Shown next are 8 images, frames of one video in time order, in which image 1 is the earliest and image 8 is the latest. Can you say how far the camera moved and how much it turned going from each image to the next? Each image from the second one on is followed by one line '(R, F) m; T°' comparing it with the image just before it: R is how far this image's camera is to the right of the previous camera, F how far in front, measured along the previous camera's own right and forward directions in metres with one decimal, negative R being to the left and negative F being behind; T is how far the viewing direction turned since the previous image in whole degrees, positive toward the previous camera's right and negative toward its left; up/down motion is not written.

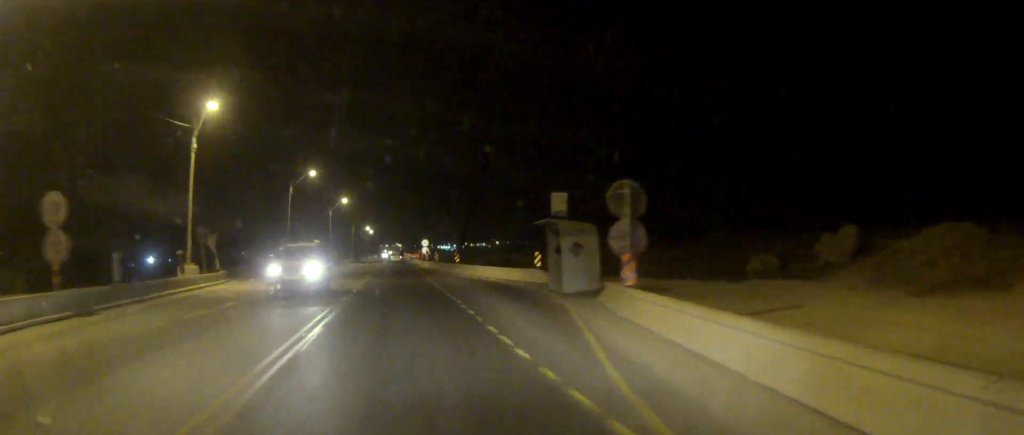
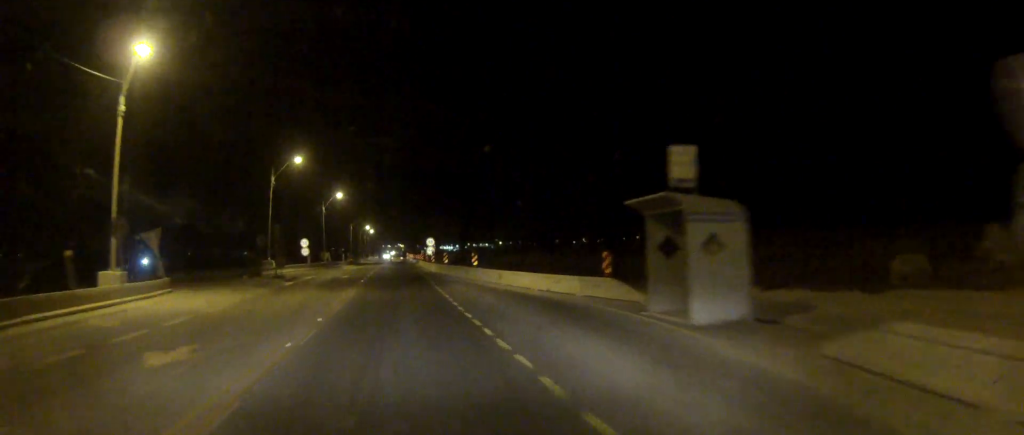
(0.0, +10.8) m; 0°
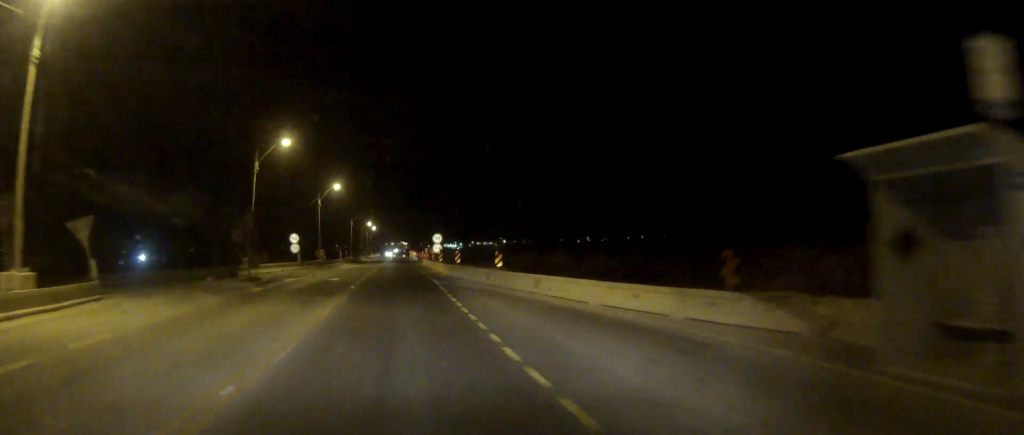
(-0.1, +8.1) m; 0°
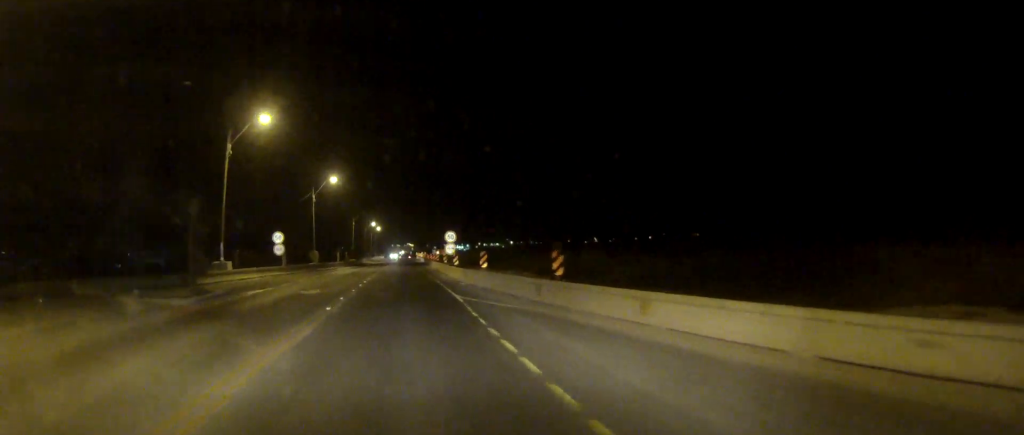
(-0.1, +10.0) m; 0°
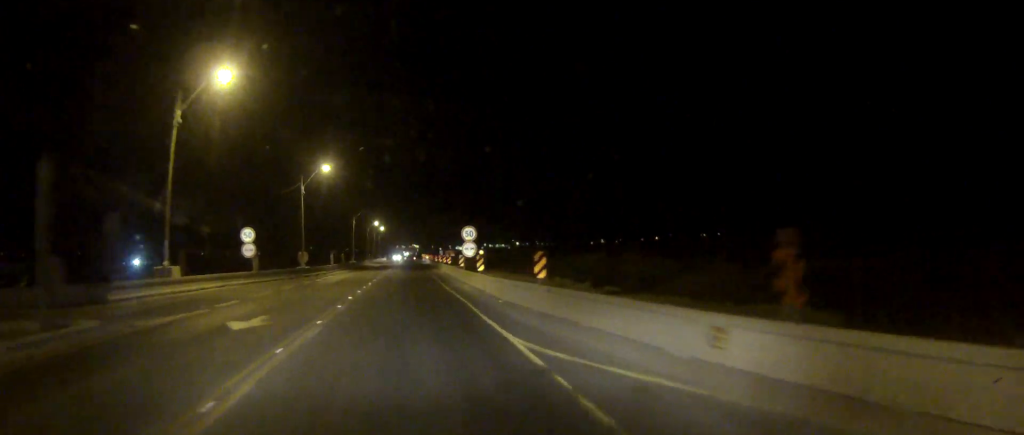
(0.0, +11.0) m; 0°
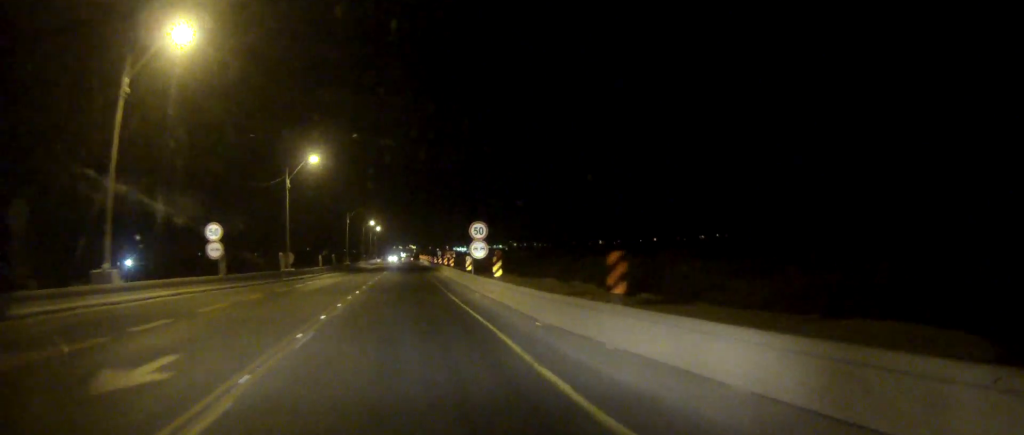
(0.0, +6.5) m; 0°
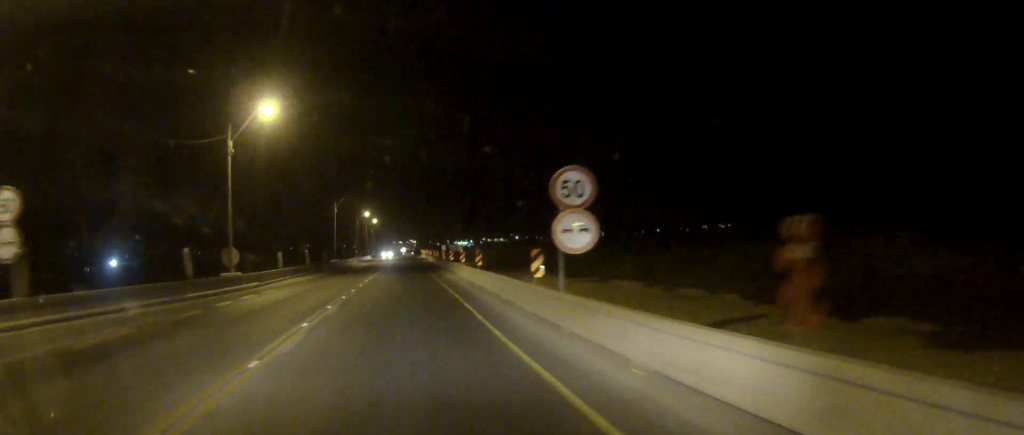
(0.0, +18.3) m; 0°
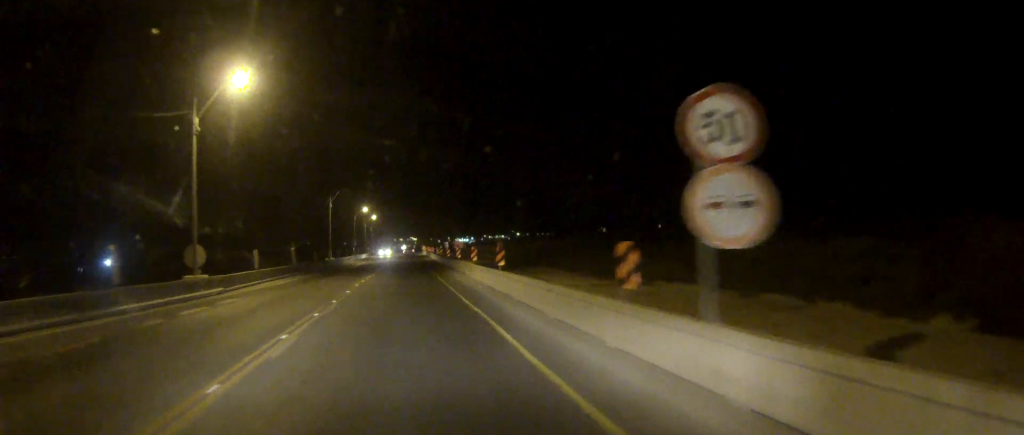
(0.0, +6.6) m; 0°
